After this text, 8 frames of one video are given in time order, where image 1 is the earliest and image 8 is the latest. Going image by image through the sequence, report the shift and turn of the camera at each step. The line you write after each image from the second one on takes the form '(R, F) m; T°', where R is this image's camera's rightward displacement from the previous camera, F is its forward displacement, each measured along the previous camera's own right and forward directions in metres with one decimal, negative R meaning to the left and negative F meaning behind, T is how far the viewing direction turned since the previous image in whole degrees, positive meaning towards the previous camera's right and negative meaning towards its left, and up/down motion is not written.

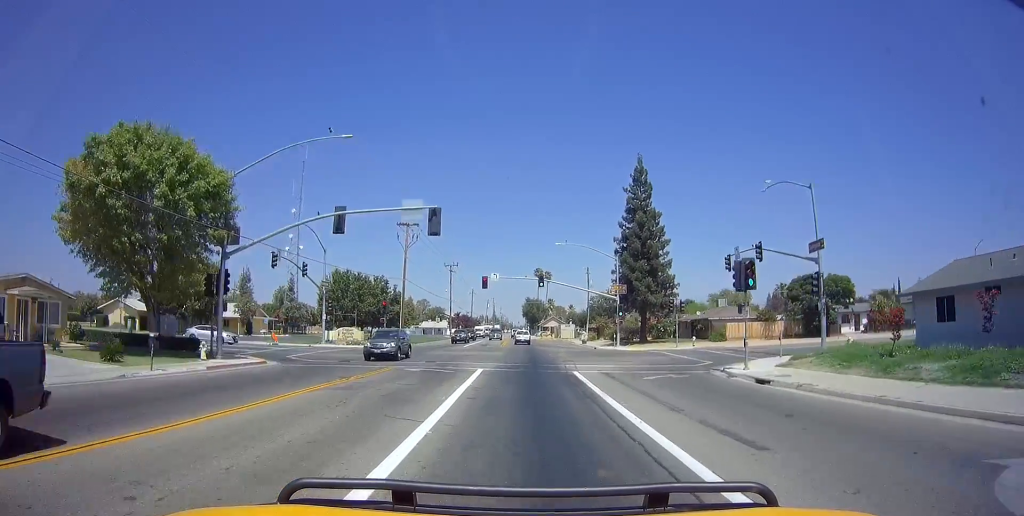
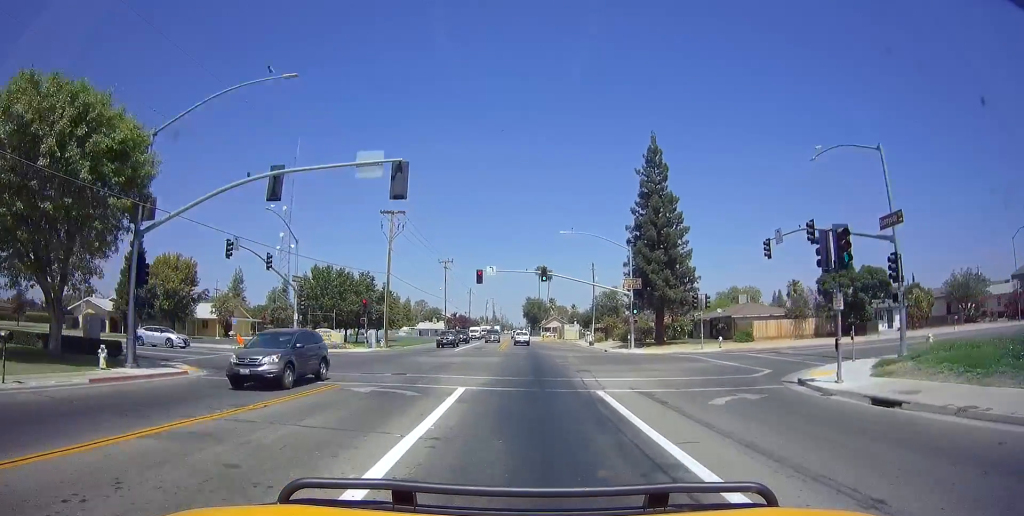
(+0.5, +6.8) m; -1°
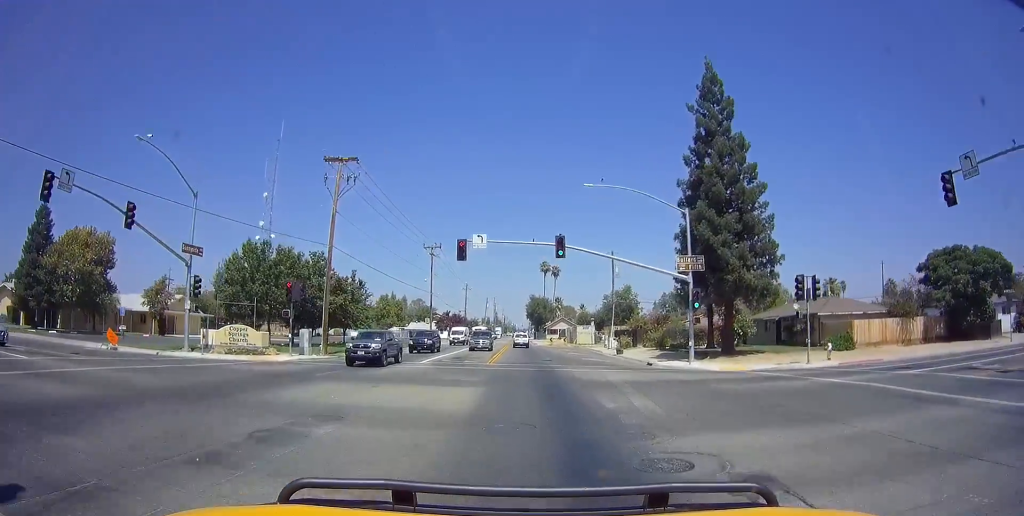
(-1.3, +16.2) m; -3°
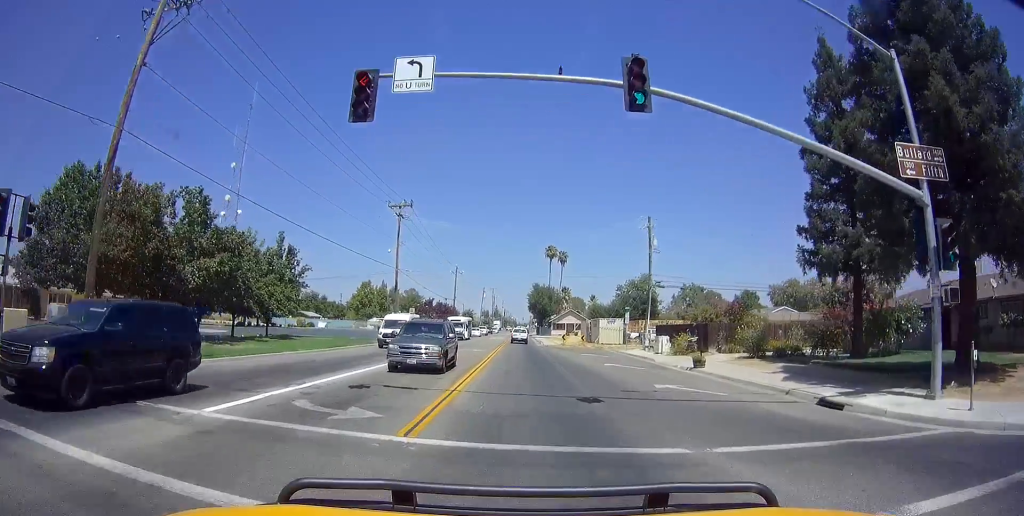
(+0.9, +20.7) m; +3°
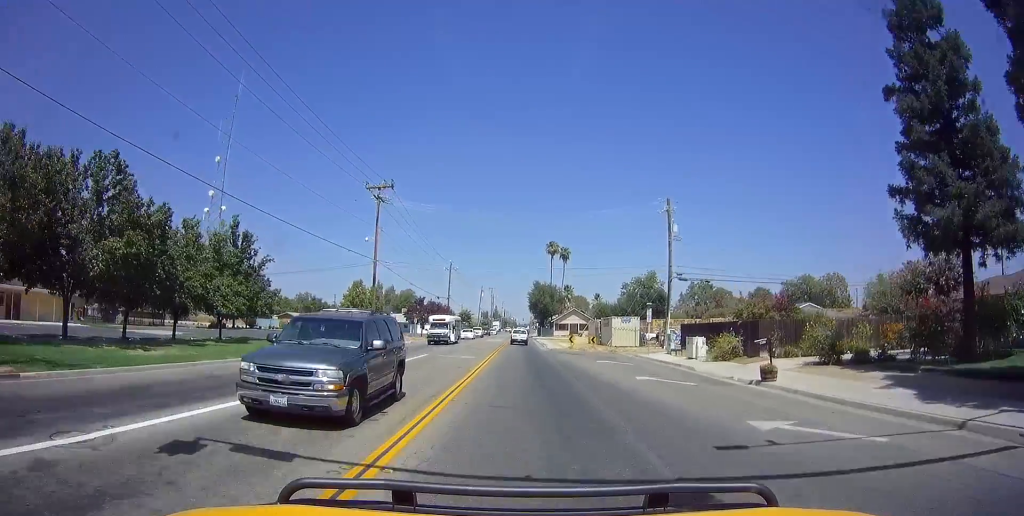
(0.0, +7.6) m; 0°
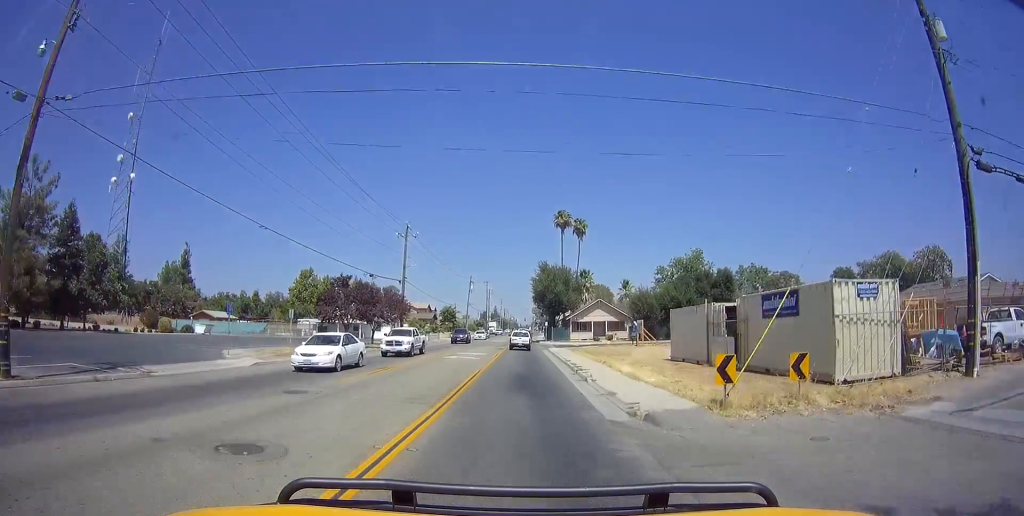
(0.0, +33.7) m; 0°
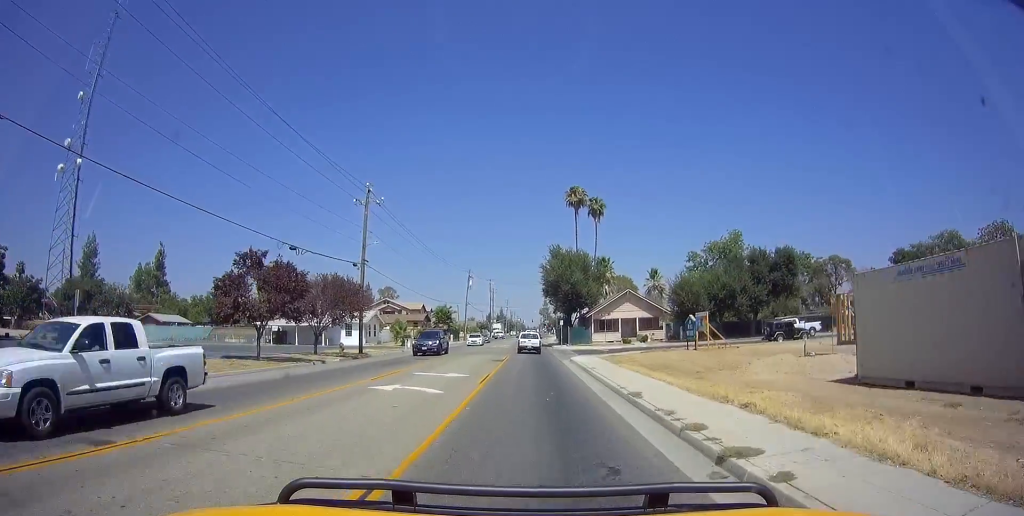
(0.0, +16.0) m; 0°
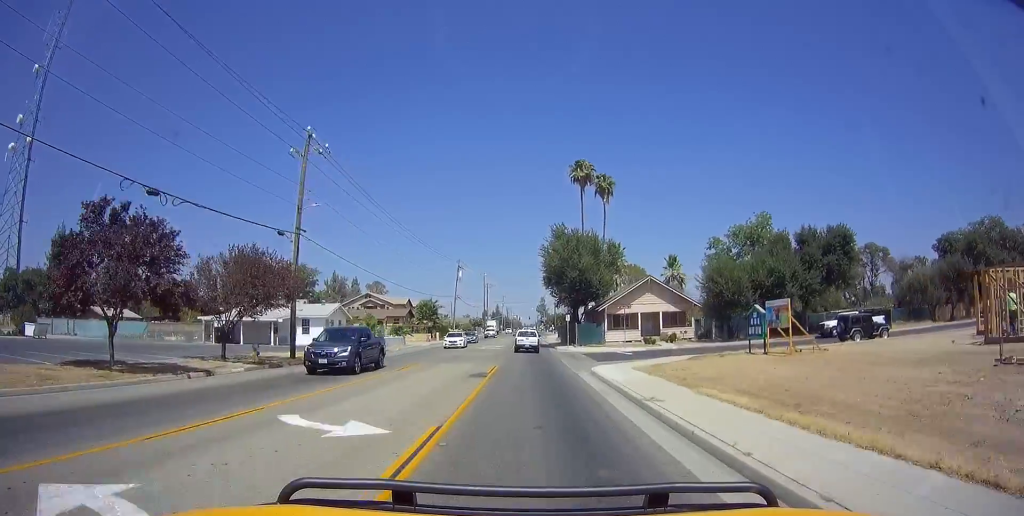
(0.0, +11.4) m; 0°
